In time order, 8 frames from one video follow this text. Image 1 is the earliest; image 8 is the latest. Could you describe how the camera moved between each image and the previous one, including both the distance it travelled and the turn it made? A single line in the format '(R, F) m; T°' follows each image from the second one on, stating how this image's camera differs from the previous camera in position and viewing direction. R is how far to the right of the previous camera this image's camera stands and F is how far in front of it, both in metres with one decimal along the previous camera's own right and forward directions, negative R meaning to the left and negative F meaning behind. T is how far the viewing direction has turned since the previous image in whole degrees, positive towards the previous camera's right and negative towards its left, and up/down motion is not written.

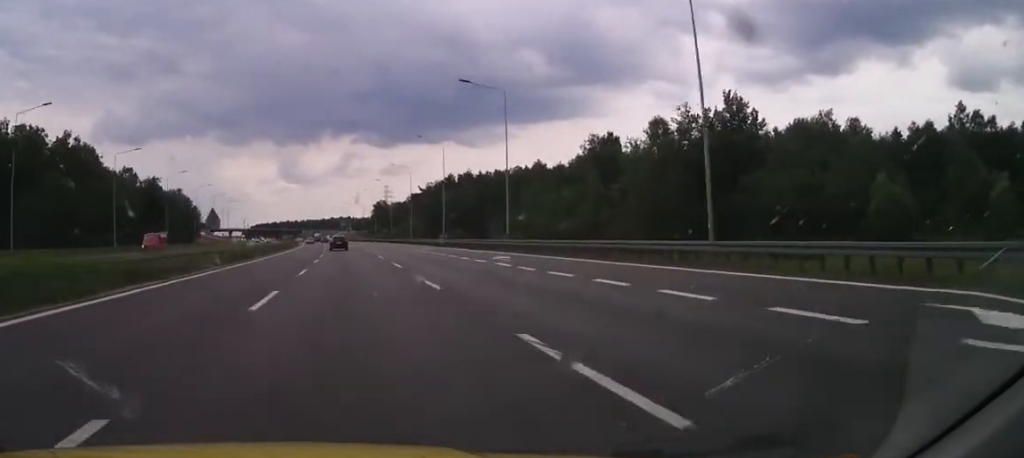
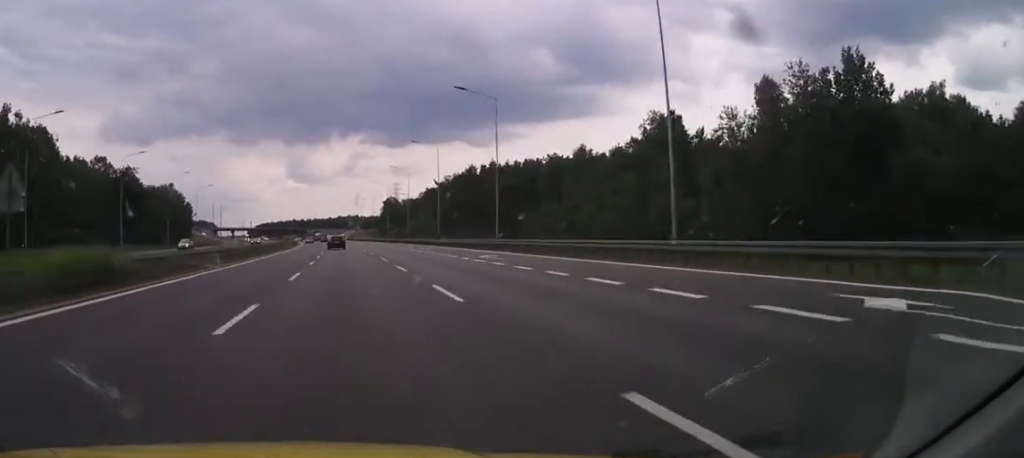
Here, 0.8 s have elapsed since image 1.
(+0.4, +26.7) m; +1°
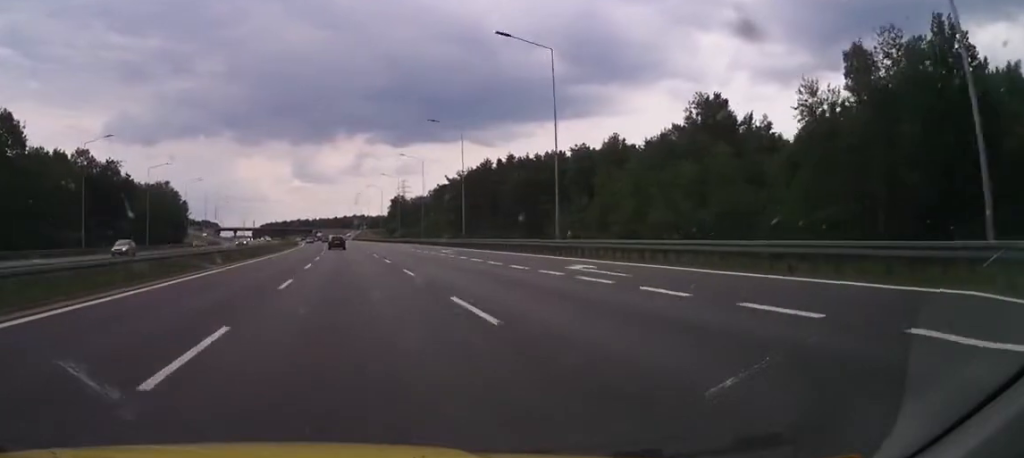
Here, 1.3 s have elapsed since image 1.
(0.0, +15.0) m; -1°
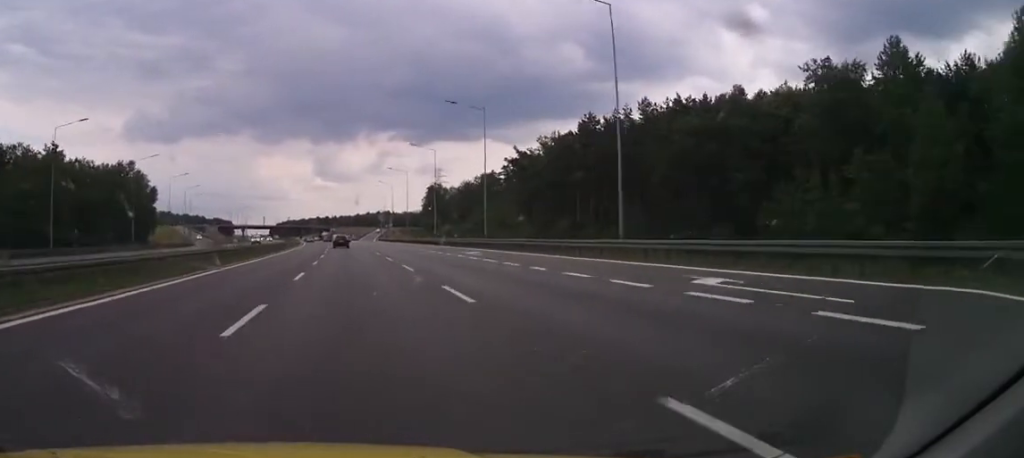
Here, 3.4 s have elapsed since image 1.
(-2.3, +68.0) m; -3°
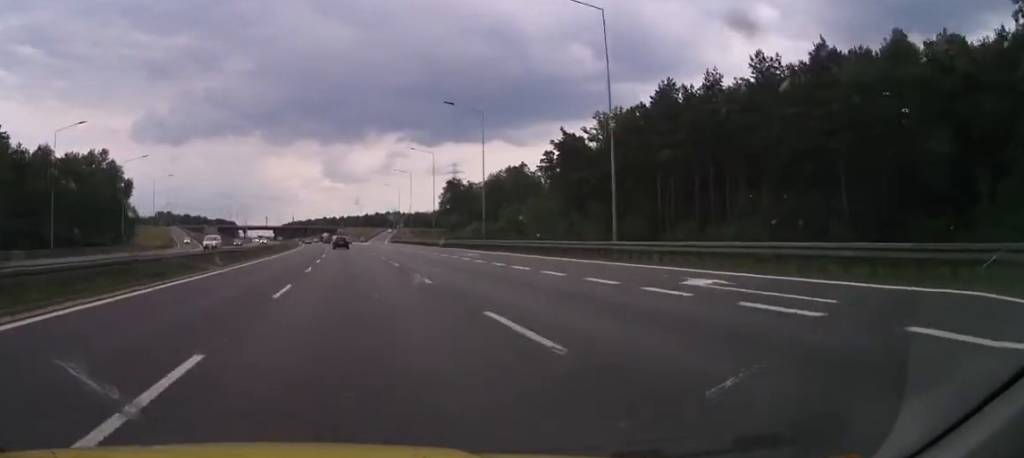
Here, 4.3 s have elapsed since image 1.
(+0.2, +29.3) m; -1°
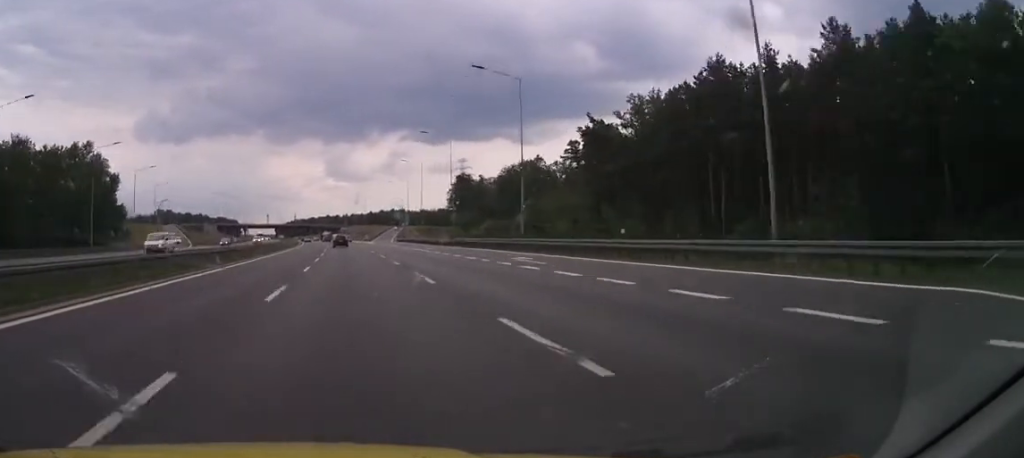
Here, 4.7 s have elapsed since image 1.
(-0.1, +13.0) m; -1°
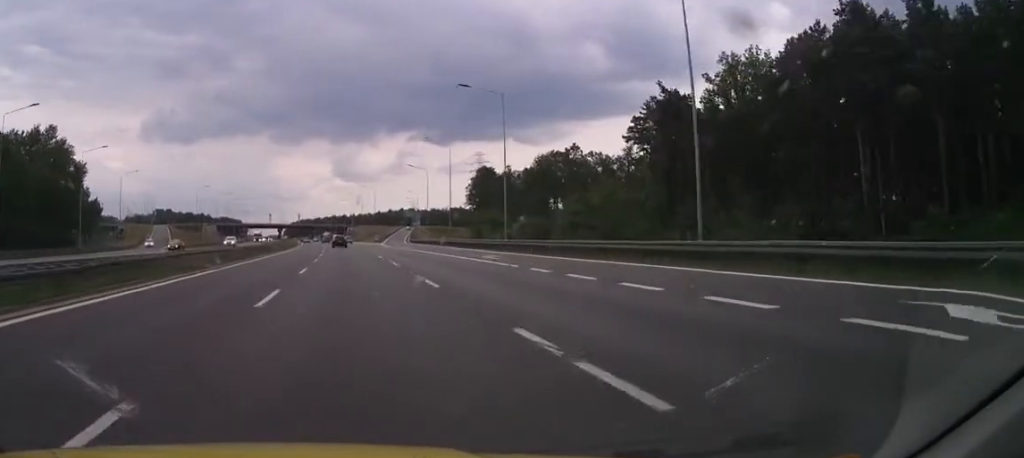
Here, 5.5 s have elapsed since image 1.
(-0.3, +24.9) m; -1°
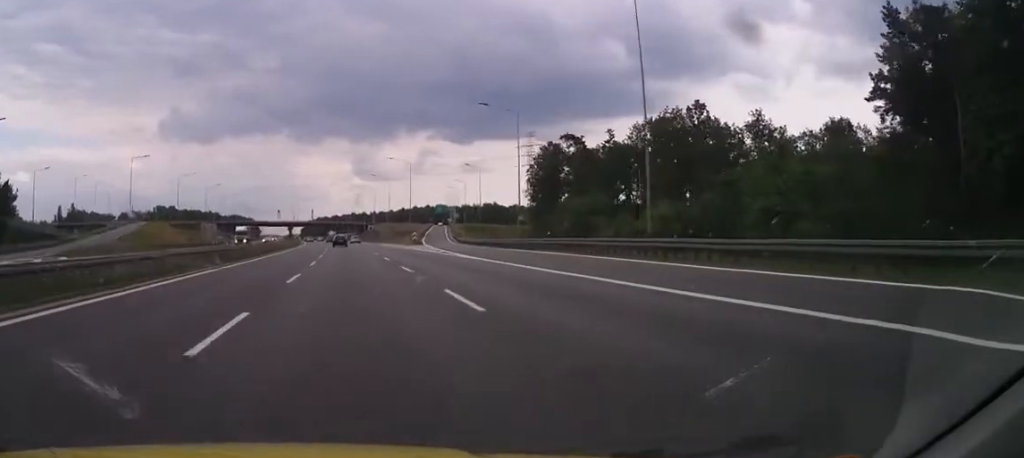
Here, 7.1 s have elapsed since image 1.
(0.0, +53.2) m; -1°
